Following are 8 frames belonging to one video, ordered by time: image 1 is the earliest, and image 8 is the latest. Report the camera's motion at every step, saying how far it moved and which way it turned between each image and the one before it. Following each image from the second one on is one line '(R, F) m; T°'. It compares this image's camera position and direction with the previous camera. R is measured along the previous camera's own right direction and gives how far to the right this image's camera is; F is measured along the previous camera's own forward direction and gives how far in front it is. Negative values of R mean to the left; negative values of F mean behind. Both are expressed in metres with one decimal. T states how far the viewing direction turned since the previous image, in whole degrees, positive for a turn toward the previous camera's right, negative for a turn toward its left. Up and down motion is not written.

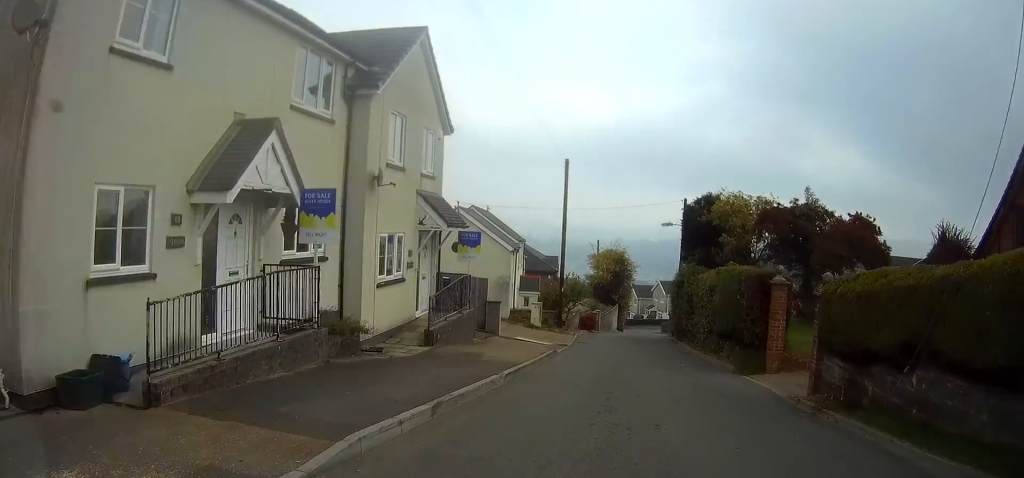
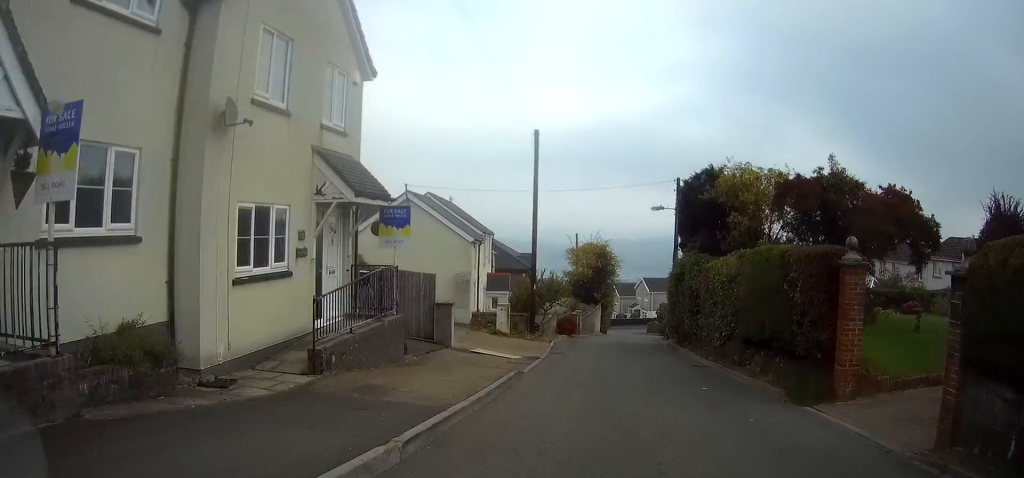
(+0.1, +5.1) m; 0°
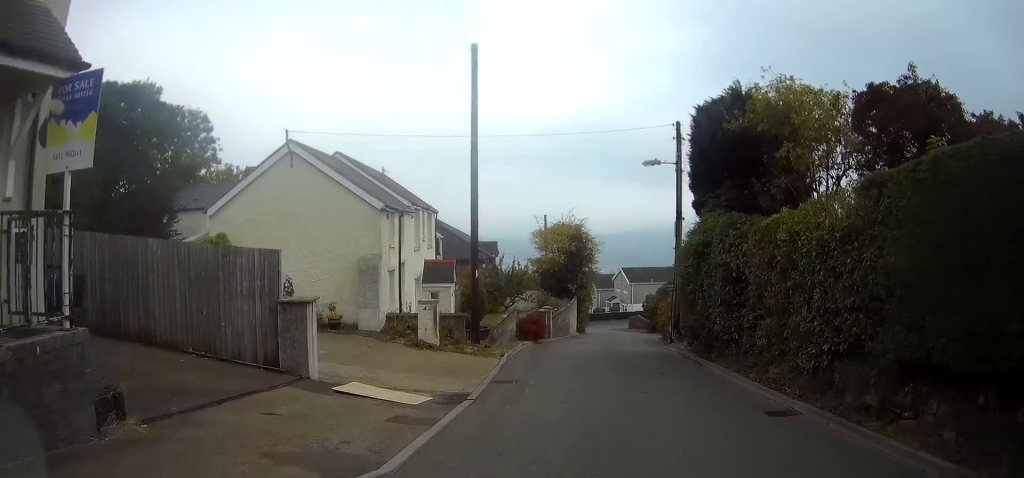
(-0.1, +8.6) m; -3°
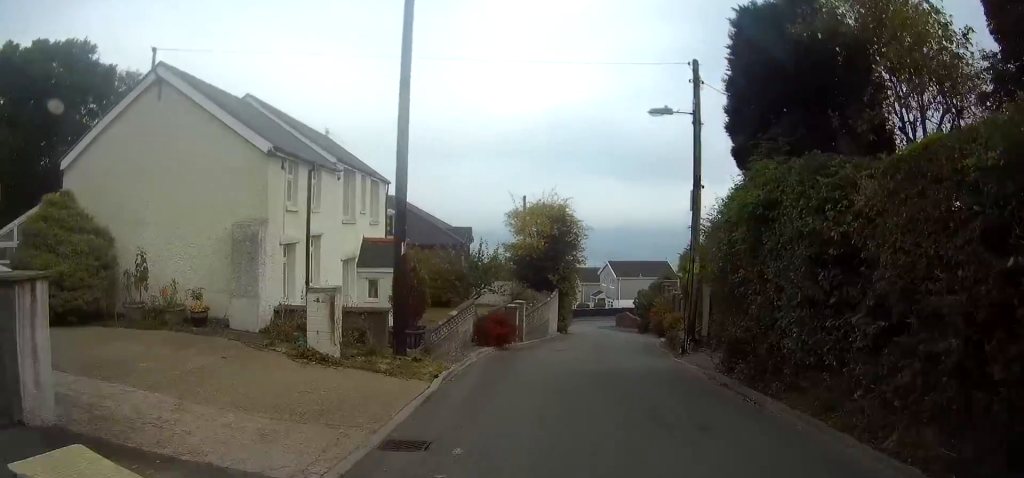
(-0.2, +6.1) m; -1°
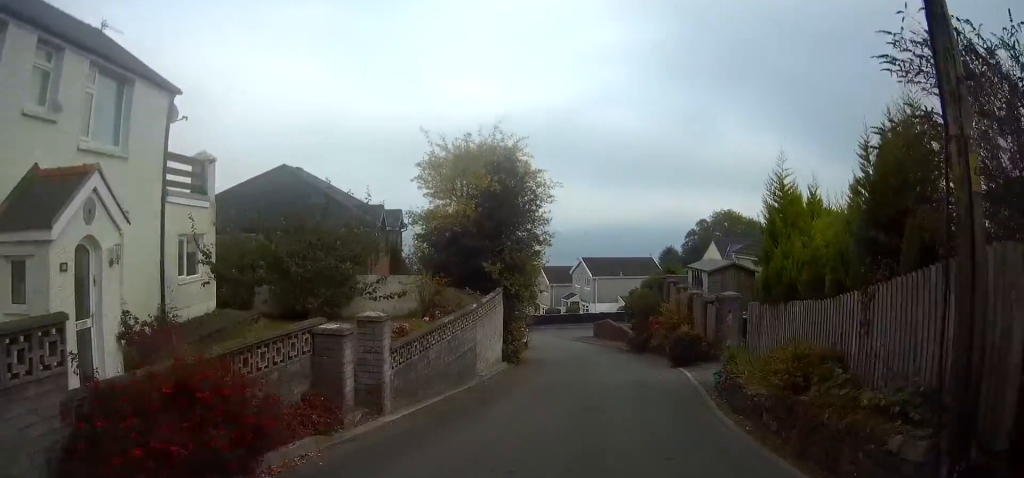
(+0.3, +13.8) m; +4°
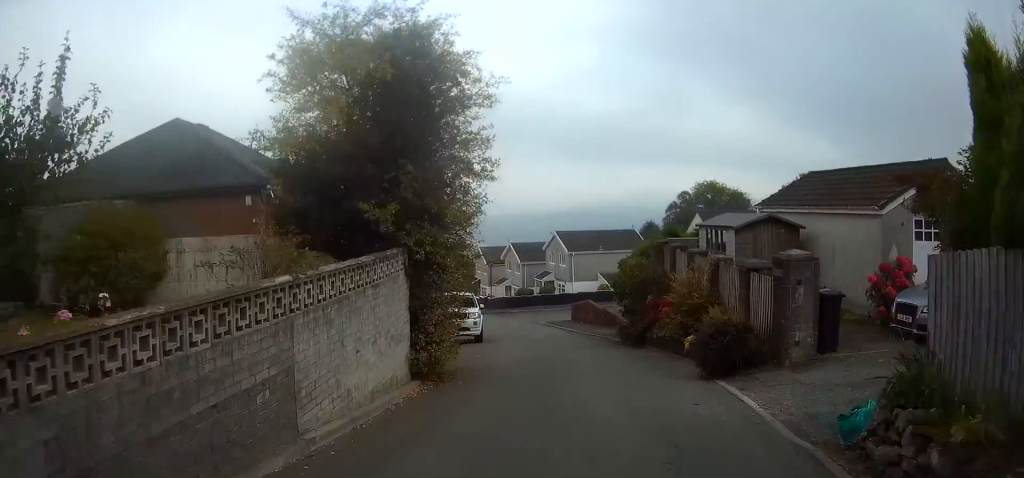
(+0.2, +8.5) m; +3°
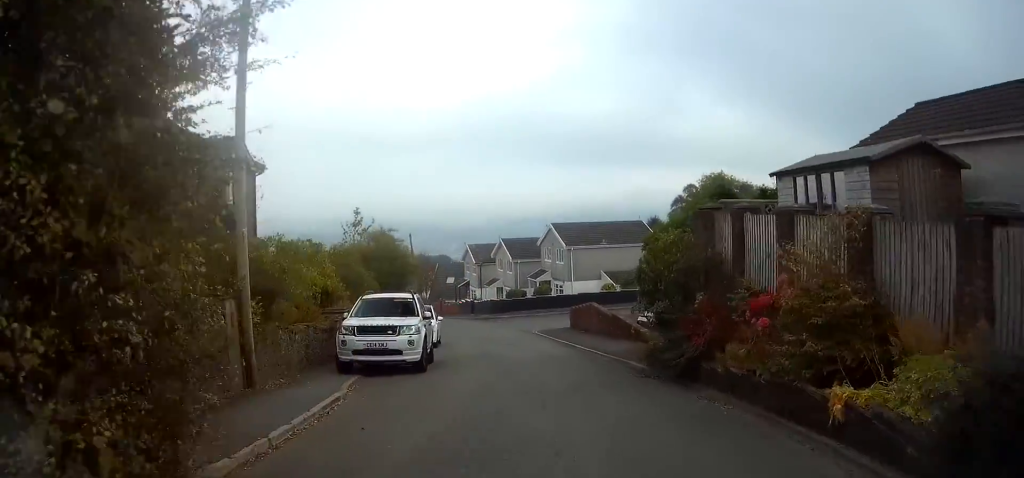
(+0.3, +9.2) m; 0°
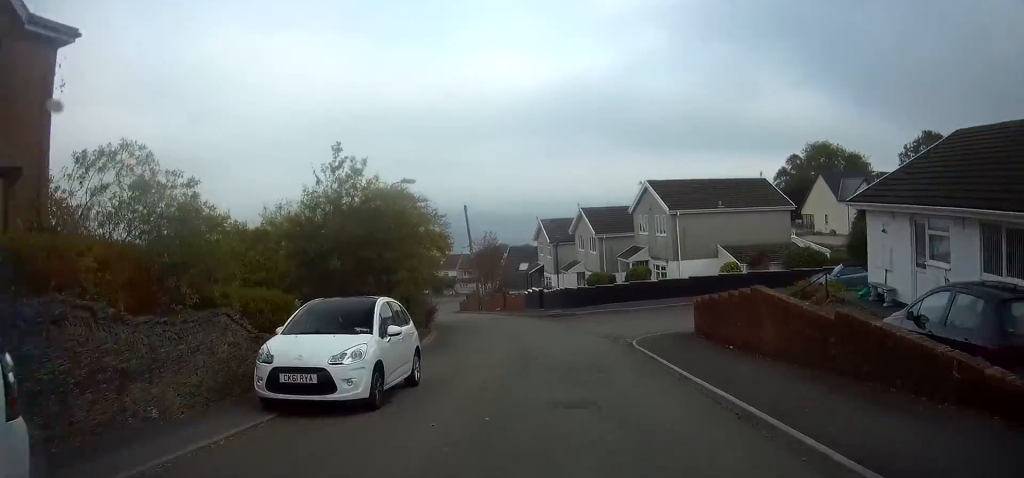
(-1.2, +16.9) m; -11°
